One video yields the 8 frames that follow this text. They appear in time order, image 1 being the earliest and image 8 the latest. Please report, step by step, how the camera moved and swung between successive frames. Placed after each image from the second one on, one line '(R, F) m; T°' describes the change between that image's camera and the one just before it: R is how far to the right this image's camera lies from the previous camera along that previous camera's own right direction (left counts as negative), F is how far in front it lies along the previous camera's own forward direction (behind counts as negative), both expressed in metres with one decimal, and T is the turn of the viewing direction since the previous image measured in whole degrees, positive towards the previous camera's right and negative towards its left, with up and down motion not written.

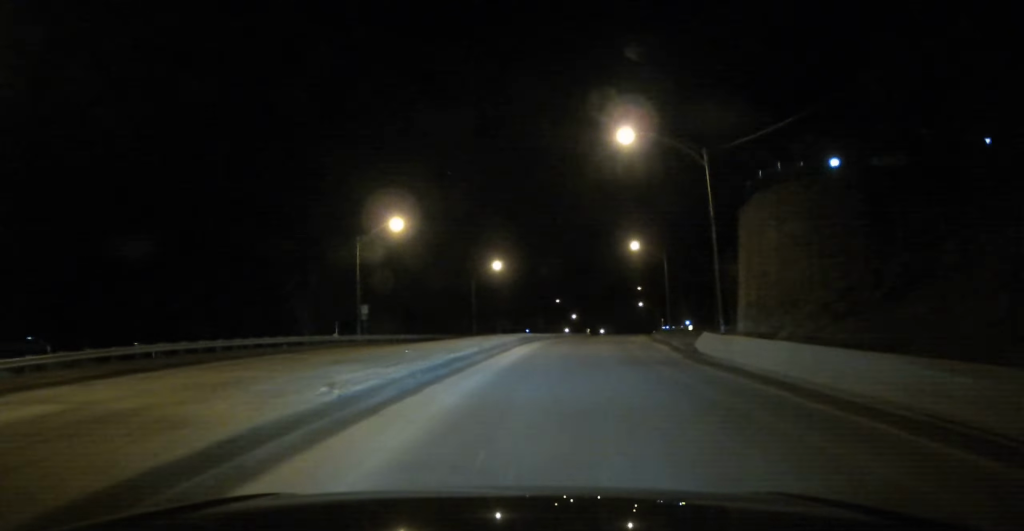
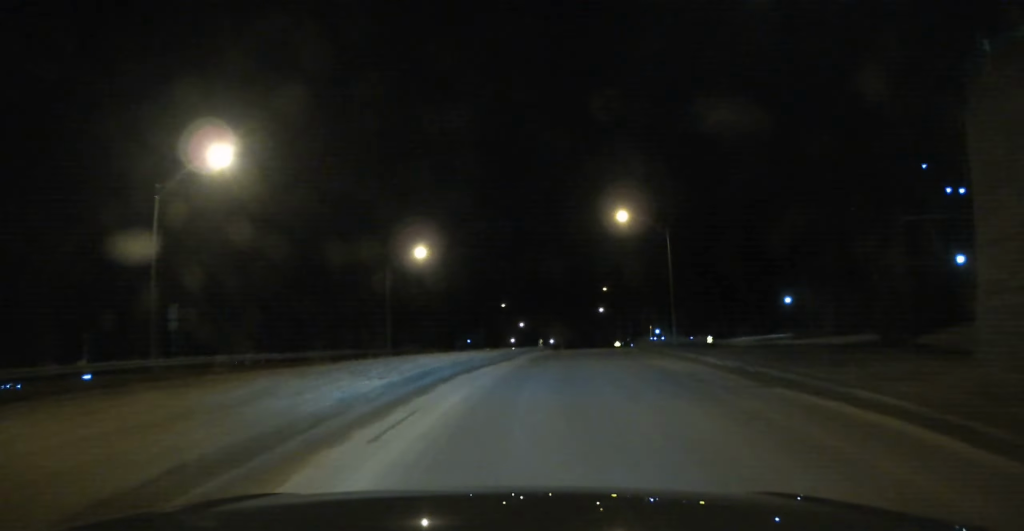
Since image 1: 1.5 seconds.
(+1.8, +26.4) m; +3°
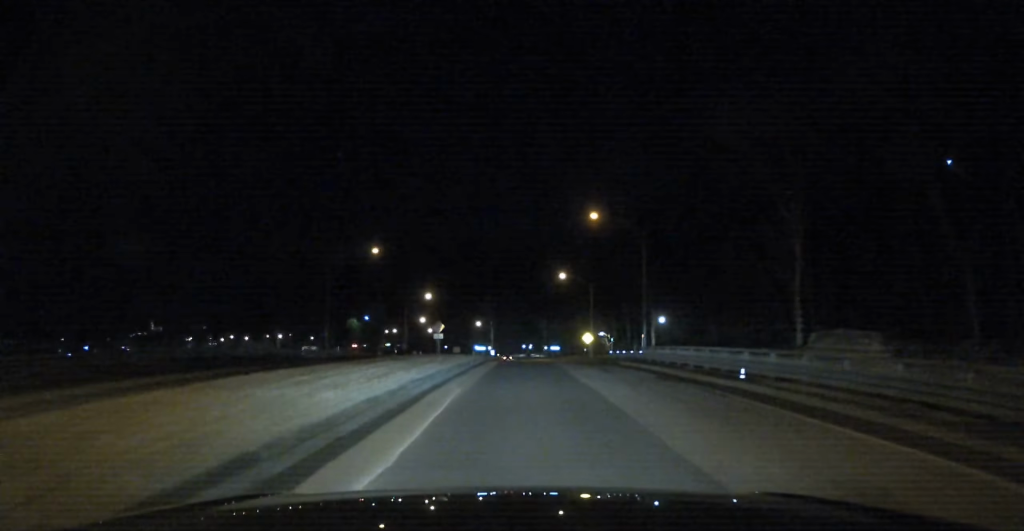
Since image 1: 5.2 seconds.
(+4.3, +63.9) m; +6°
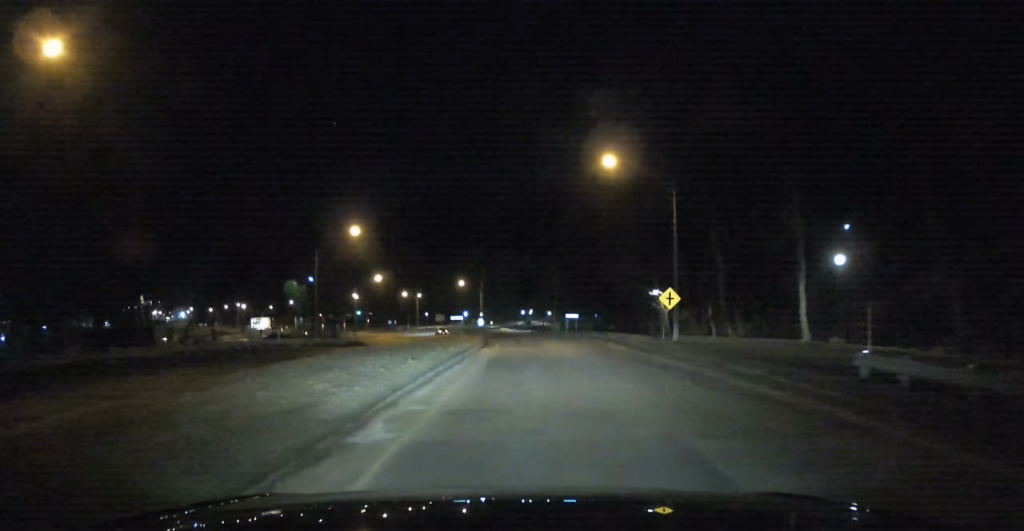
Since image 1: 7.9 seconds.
(+1.0, +48.1) m; +1°
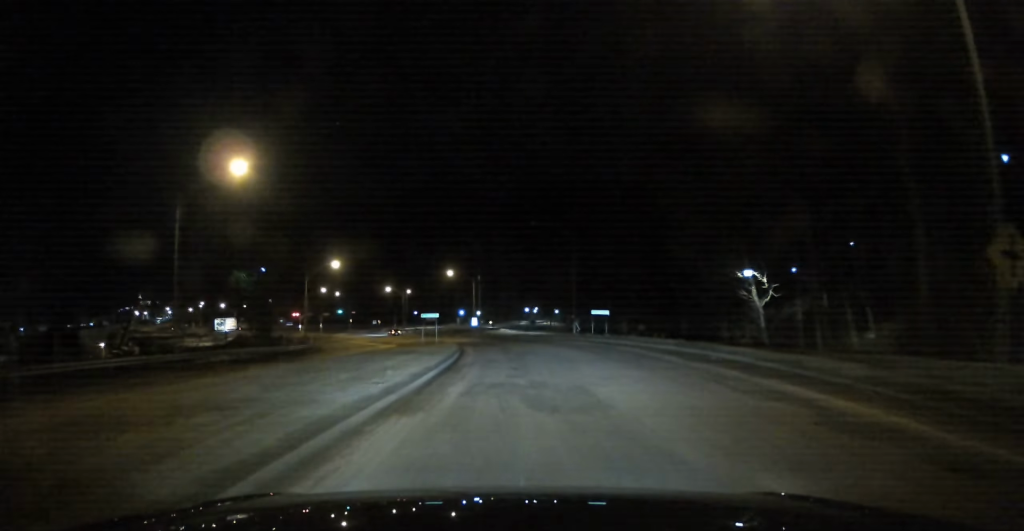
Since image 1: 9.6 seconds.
(+0.2, +28.0) m; -1°
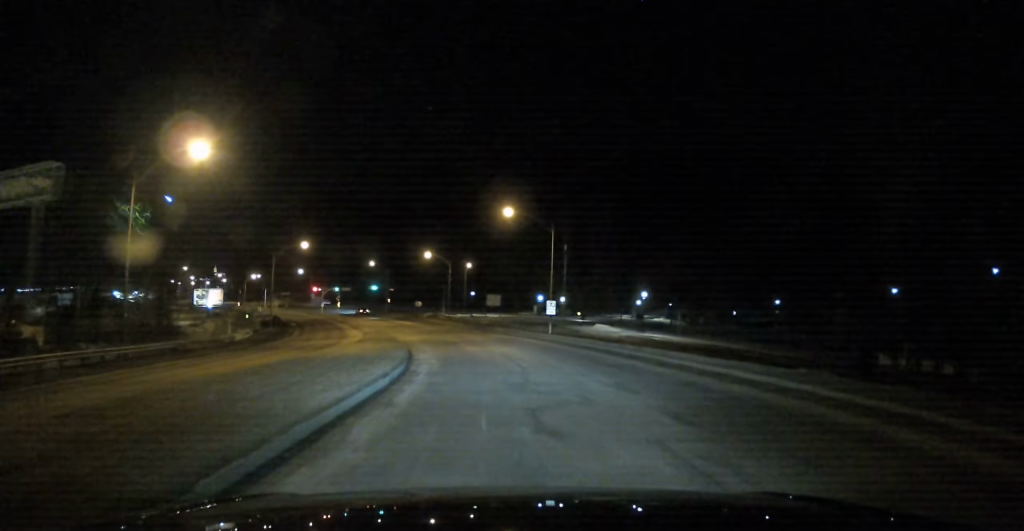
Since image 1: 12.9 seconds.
(-2.2, +53.8) m; -7°
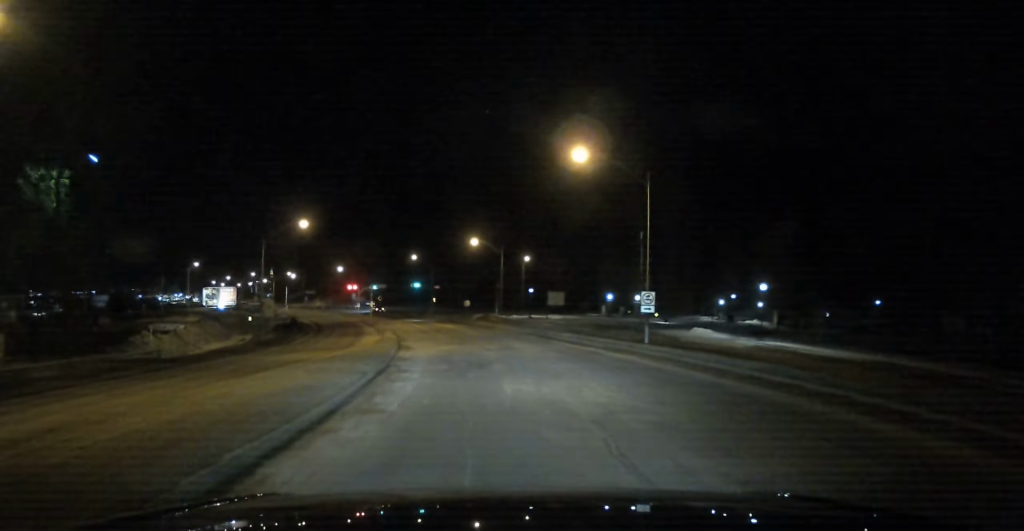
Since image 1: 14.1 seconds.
(-0.9, +20.4) m; -4°
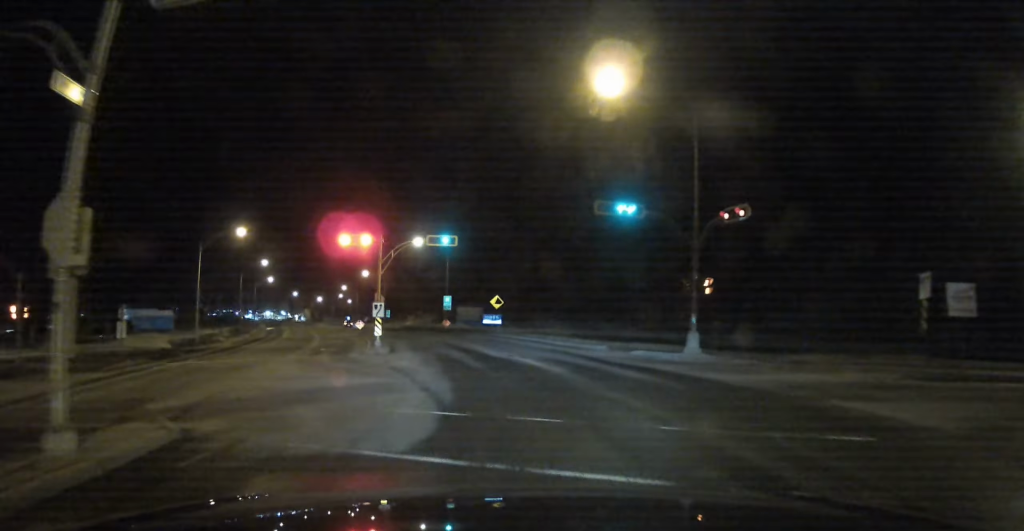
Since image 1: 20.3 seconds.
(-14.8, +98.5) m; -17°
